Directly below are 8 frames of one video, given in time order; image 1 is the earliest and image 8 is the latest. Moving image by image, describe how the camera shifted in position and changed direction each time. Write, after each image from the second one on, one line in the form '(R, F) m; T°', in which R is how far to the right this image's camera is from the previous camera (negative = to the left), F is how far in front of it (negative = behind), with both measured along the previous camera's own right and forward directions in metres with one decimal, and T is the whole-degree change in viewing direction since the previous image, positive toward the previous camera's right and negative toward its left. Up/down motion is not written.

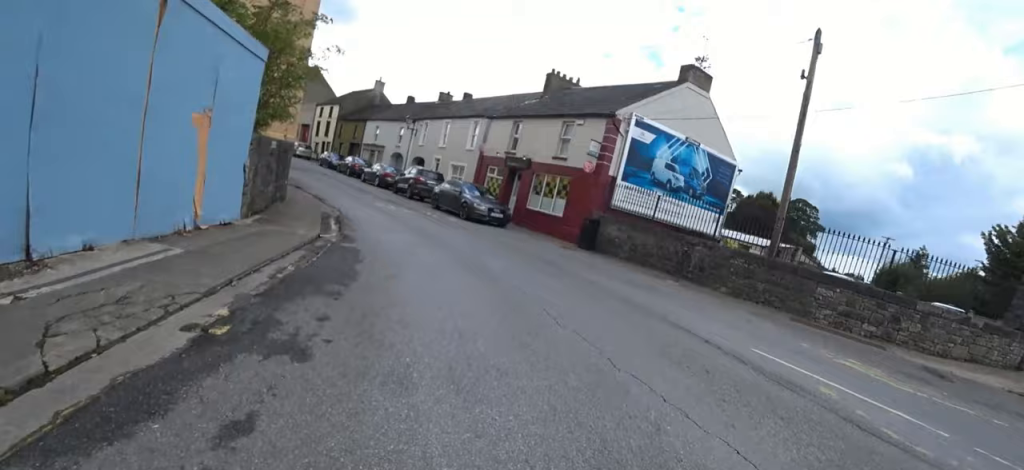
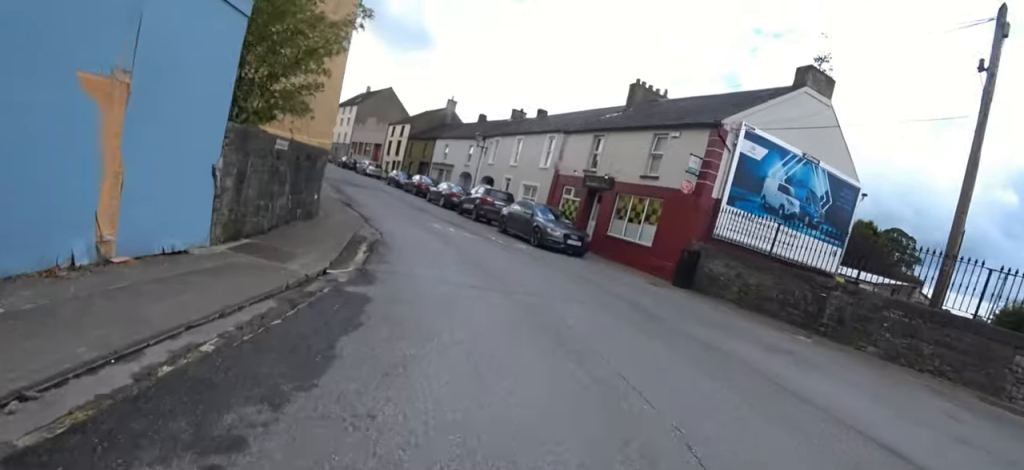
(-0.1, +2.5) m; -3°
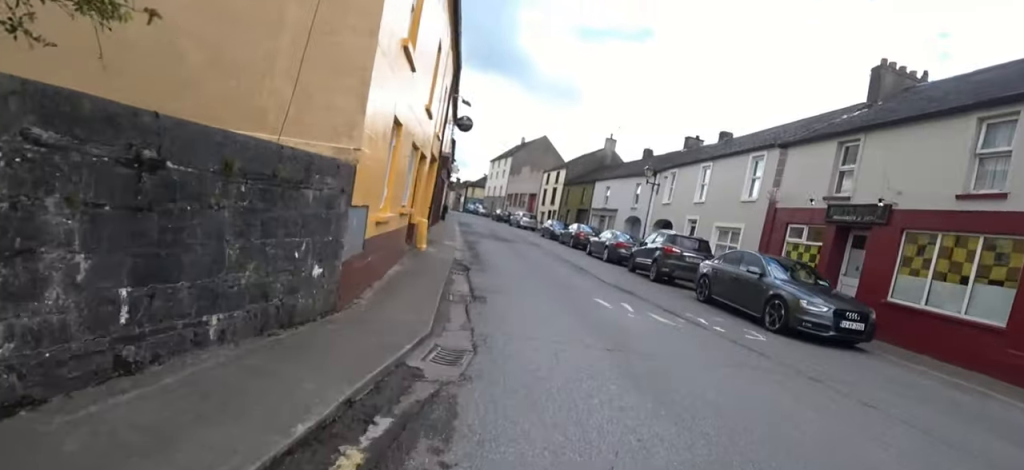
(-0.3, +5.8) m; -7°
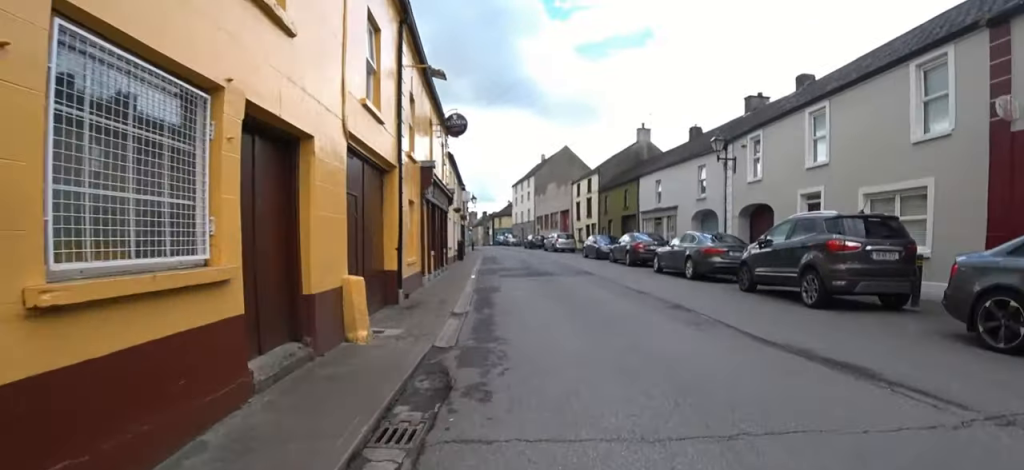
(-0.4, +5.8) m; -7°
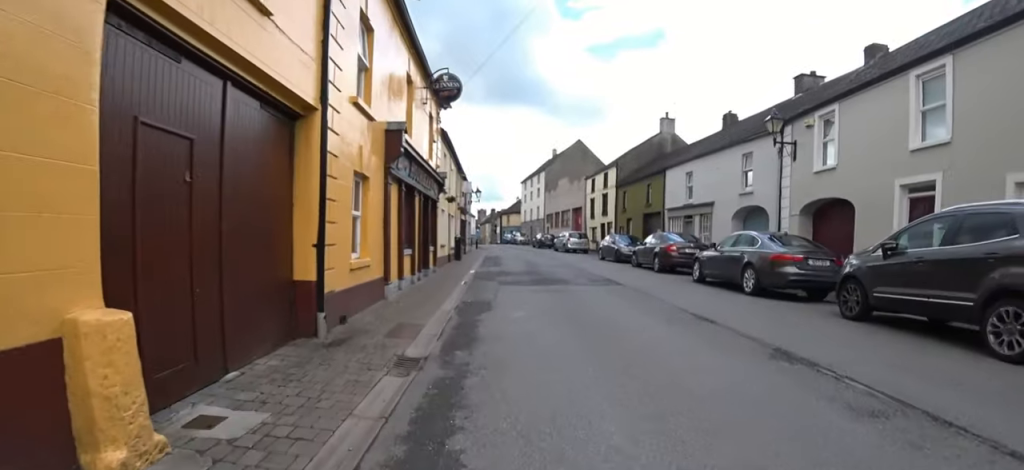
(-0.1, +3.0) m; -4°
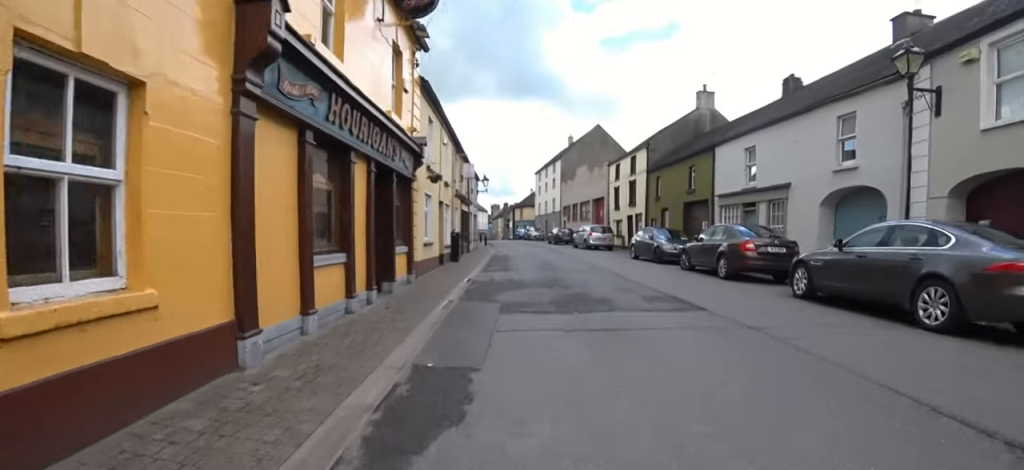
(-0.1, +4.5) m; -5°
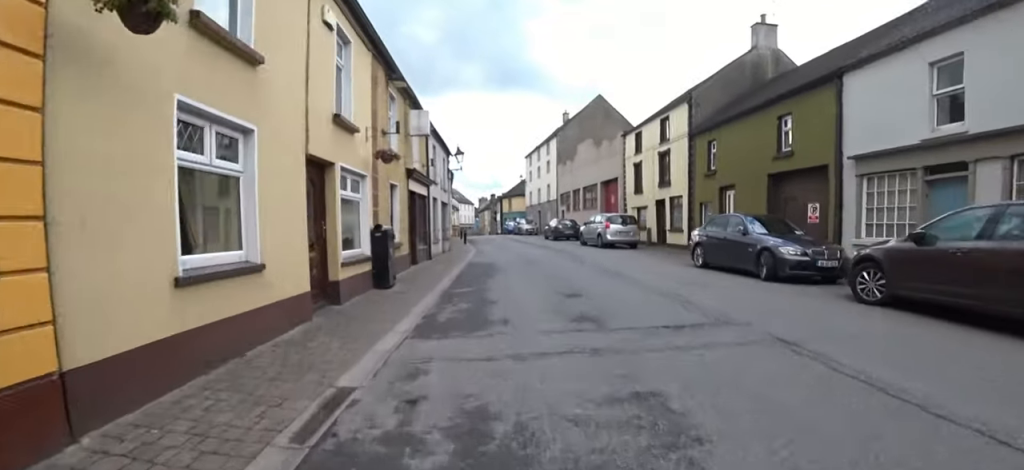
(-0.6, +7.6) m; -6°
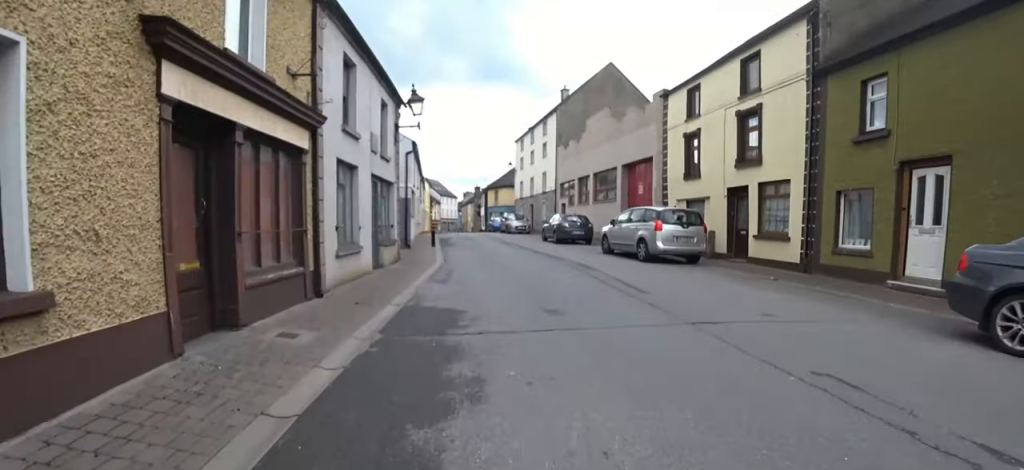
(+0.1, +7.3) m; 0°
